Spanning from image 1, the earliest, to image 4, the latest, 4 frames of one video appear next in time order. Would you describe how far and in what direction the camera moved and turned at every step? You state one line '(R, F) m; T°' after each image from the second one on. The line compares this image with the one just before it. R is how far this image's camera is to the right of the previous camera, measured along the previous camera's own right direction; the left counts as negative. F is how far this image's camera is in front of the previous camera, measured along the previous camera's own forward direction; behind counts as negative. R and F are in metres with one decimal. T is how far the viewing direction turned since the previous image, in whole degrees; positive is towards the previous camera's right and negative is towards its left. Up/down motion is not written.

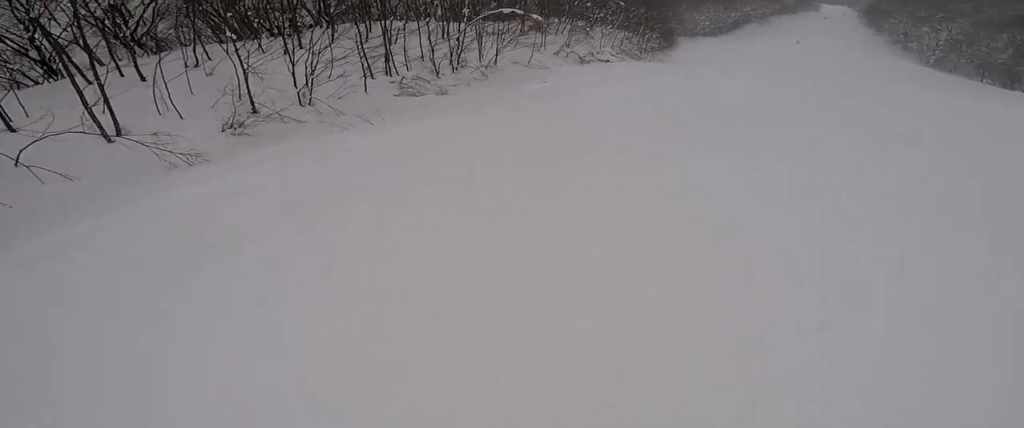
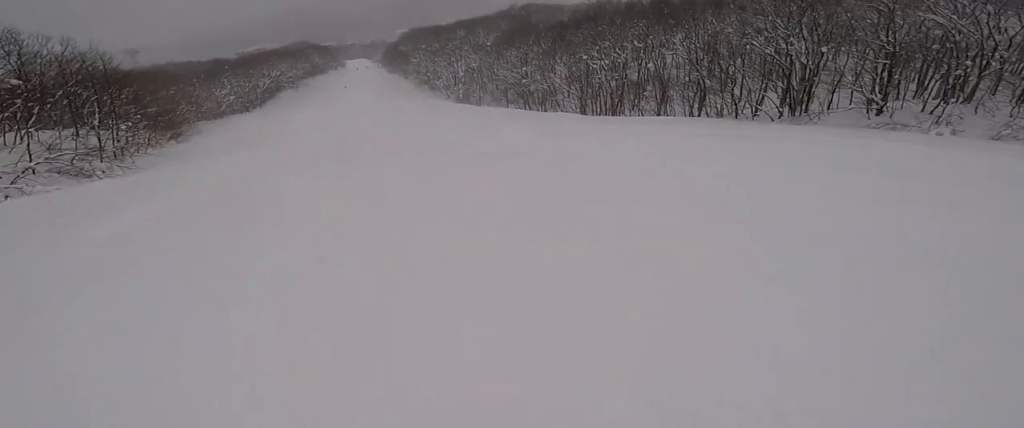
(+14.7, +22.8) m; +41°
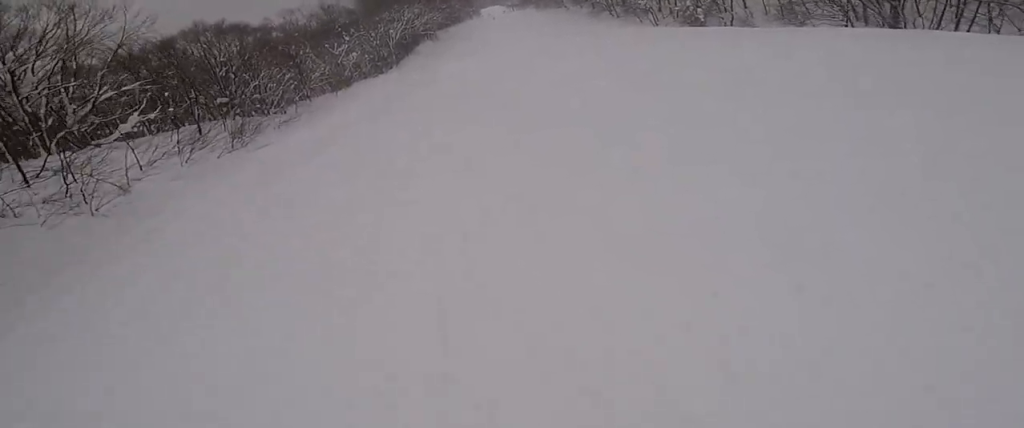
(-14.8, +43.8) m; -4°
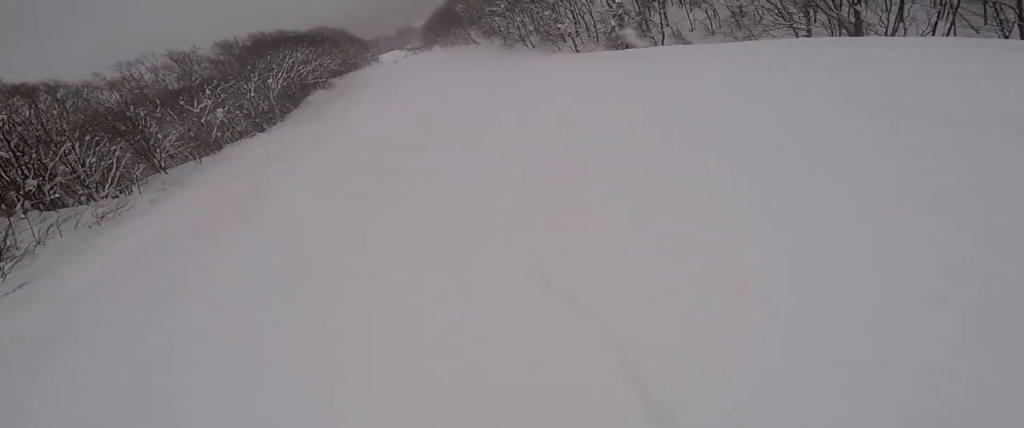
(+1.6, +12.7) m; +9°
